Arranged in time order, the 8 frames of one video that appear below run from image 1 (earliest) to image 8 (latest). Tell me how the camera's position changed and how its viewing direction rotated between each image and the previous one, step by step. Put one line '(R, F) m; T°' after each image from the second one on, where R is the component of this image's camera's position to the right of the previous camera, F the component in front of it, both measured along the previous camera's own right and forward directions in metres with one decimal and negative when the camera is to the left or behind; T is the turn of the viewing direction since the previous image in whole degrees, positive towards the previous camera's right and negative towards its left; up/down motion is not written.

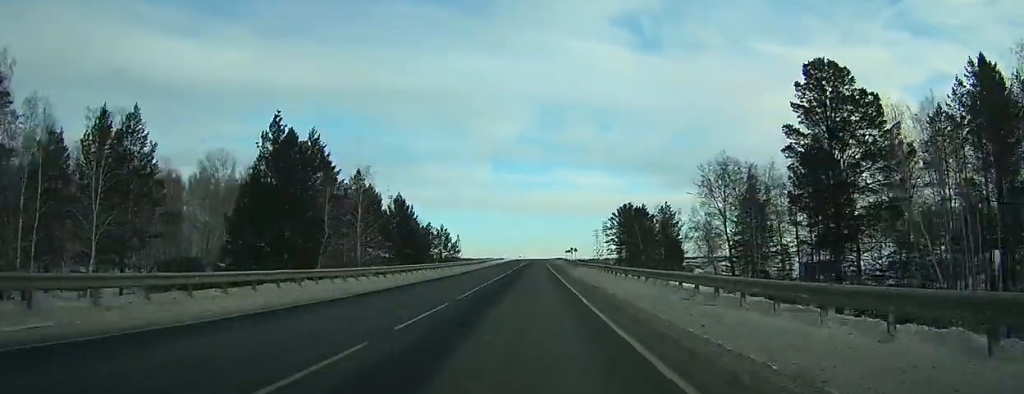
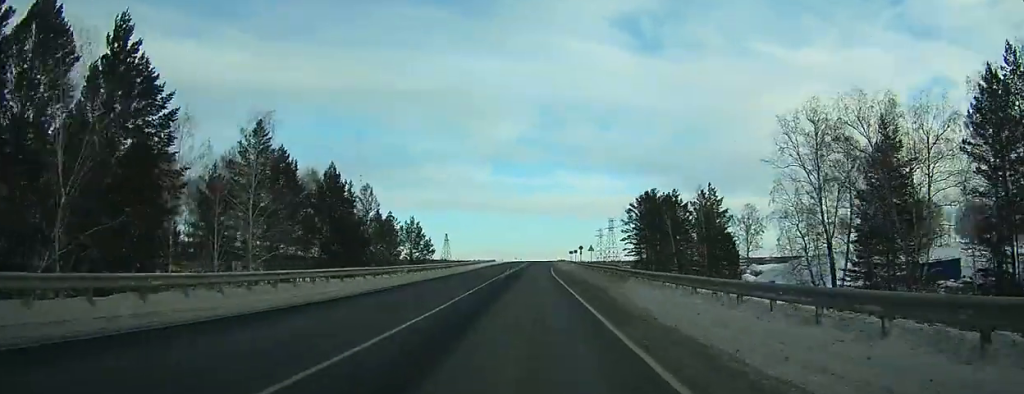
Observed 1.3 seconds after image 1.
(0.0, +33.0) m; 0°
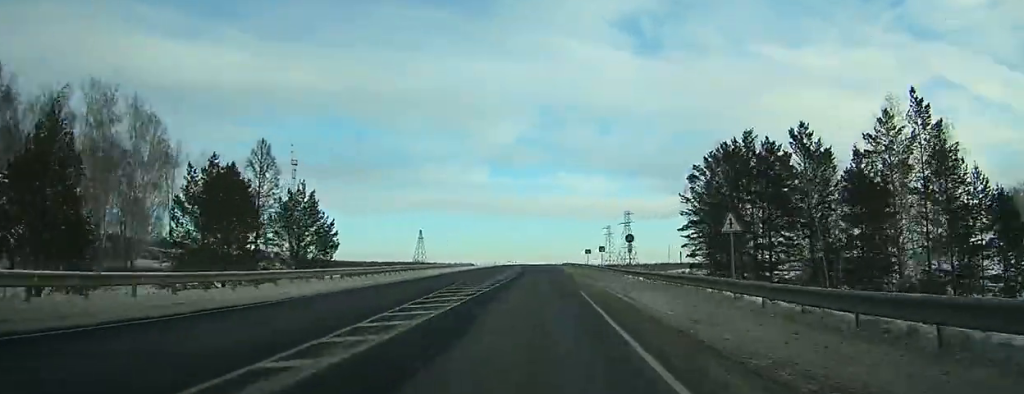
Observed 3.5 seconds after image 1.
(+0.1, +54.6) m; 0°
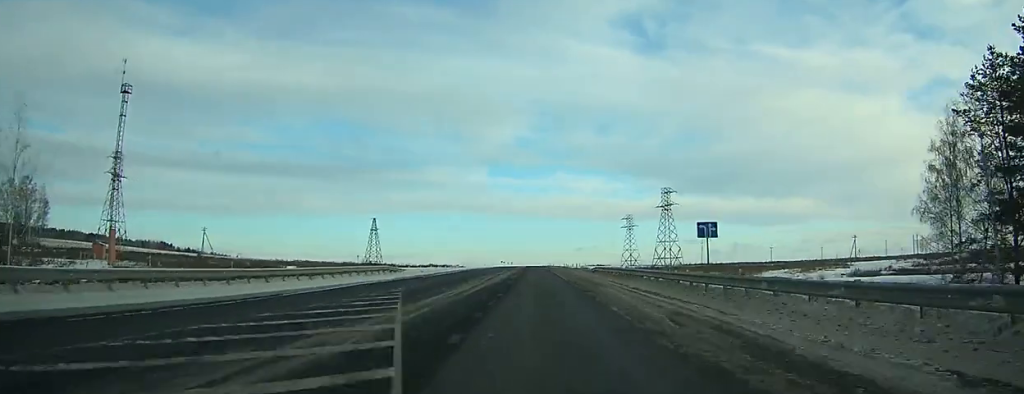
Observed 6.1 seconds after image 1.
(+0.2, +64.1) m; 0°
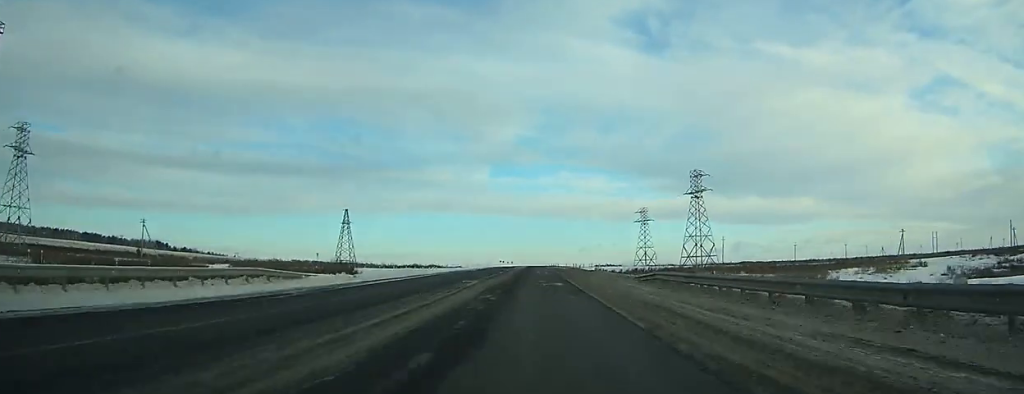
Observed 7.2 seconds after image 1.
(+0.1, +26.2) m; 0°
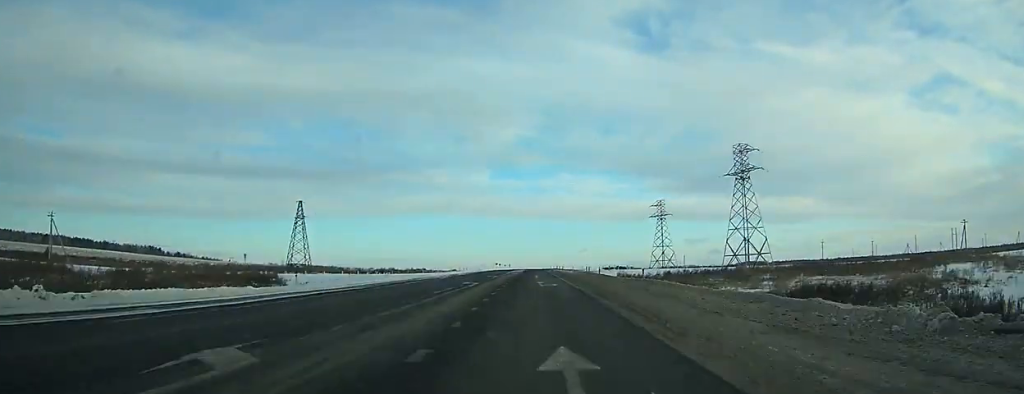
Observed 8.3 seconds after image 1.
(-0.2, +27.7) m; 0°
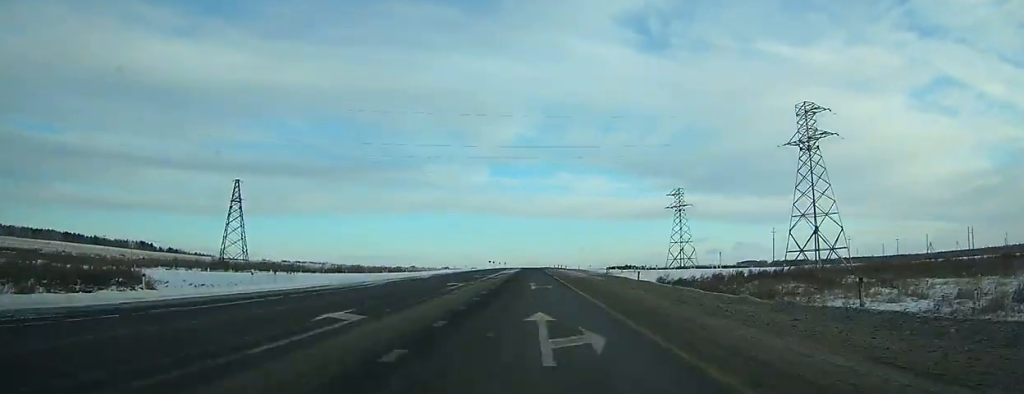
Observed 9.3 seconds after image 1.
(-0.1, +24.4) m; 0°
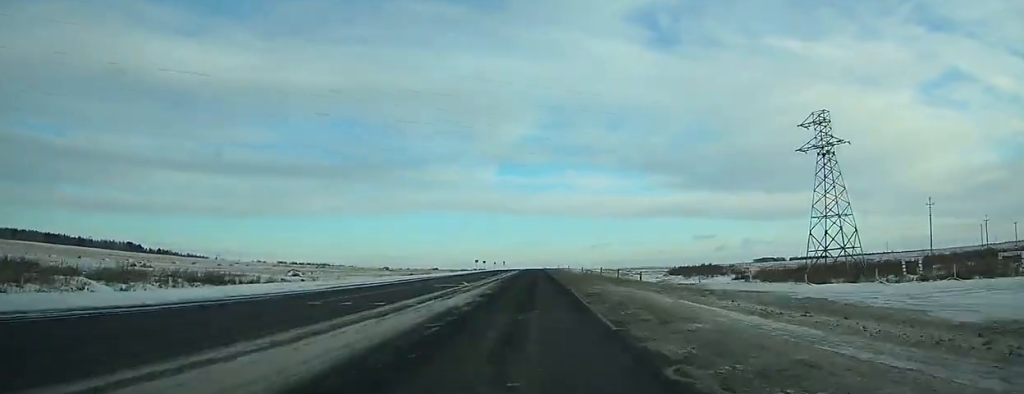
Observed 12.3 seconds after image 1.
(+0.2, +73.2) m; 0°
